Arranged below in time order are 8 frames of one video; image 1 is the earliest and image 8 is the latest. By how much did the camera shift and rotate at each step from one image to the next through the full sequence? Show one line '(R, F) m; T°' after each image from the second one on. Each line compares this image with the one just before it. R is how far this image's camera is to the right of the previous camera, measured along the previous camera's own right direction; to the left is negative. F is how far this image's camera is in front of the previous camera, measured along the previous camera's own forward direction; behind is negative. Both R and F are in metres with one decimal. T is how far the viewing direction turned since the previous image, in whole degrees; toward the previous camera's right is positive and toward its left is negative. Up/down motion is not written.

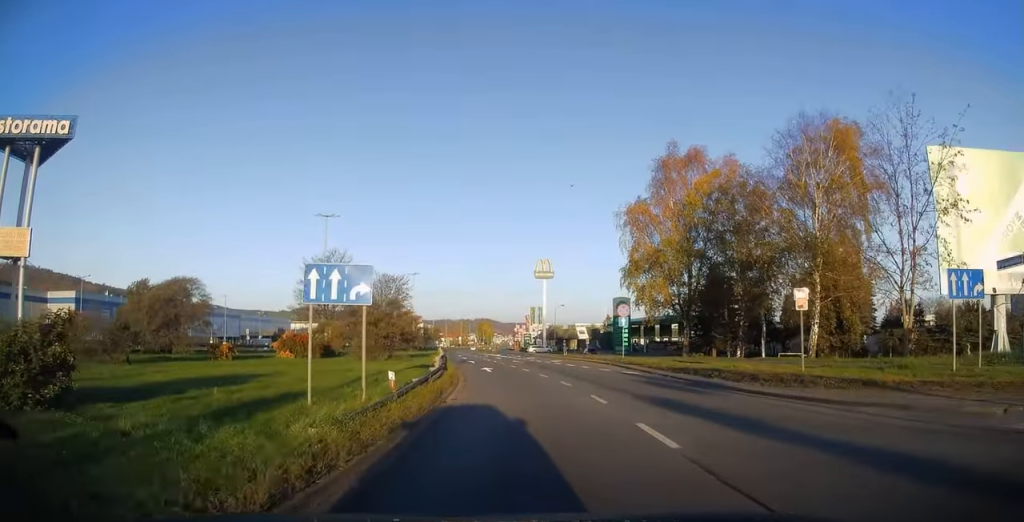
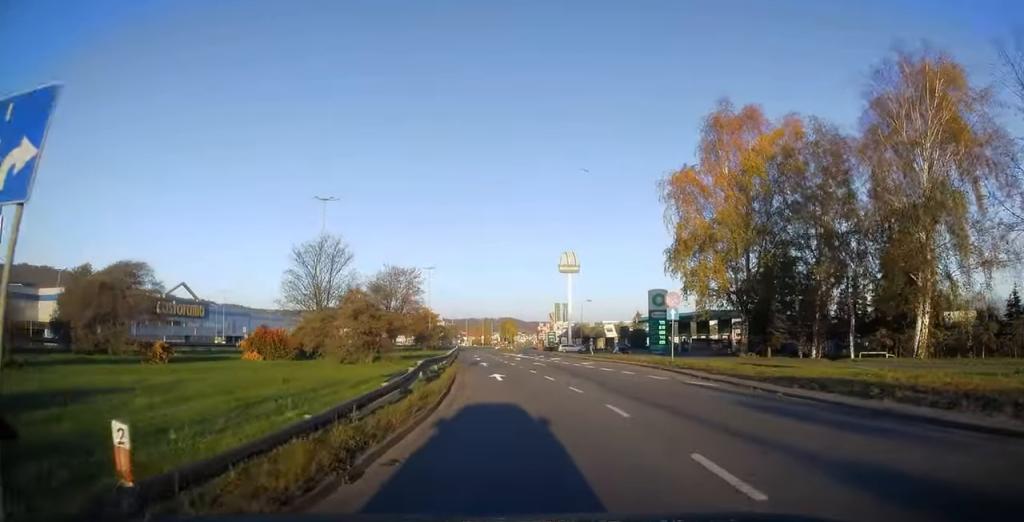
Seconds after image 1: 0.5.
(-0.1, +8.4) m; -2°
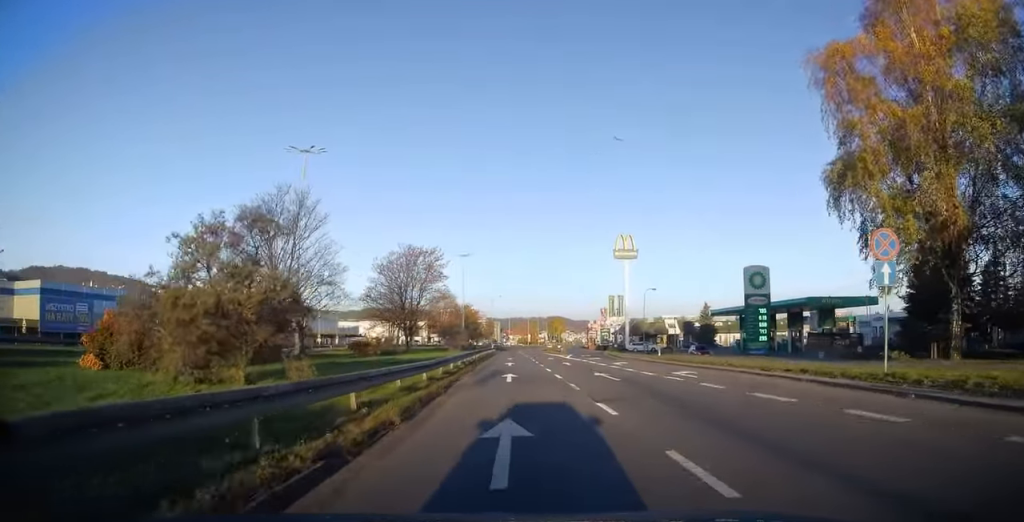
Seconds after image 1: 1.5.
(-0.6, +17.0) m; -4°
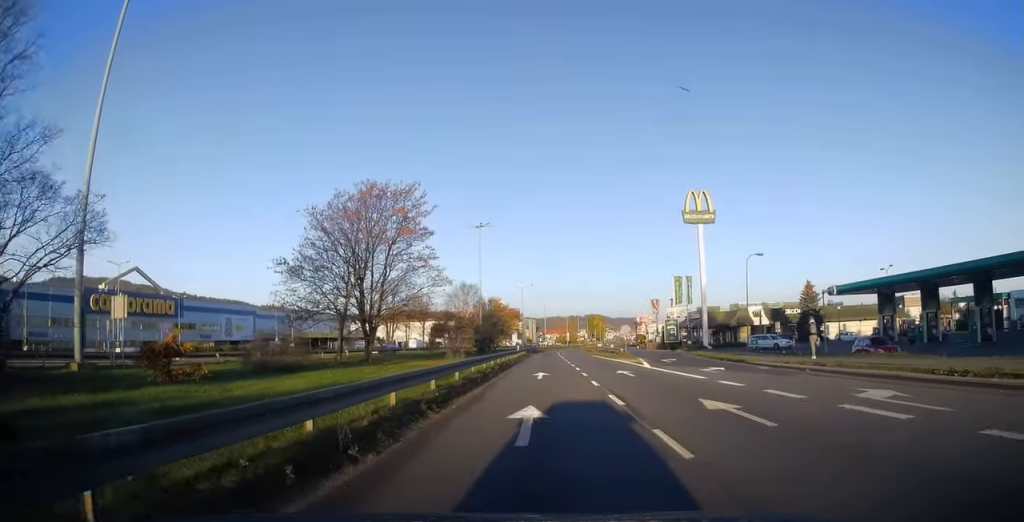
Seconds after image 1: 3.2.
(-1.1, +27.2) m; -3°
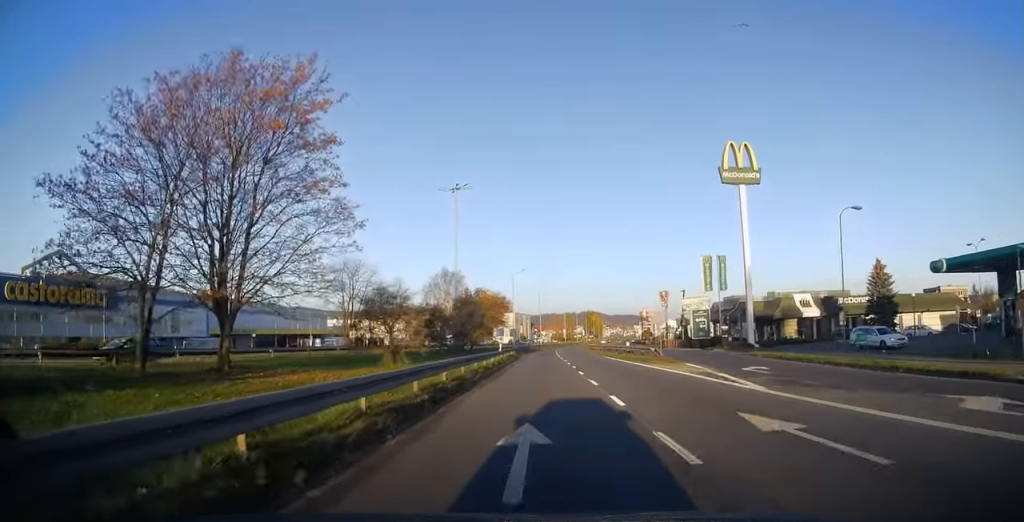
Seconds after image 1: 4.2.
(0.0, +17.7) m; 0°
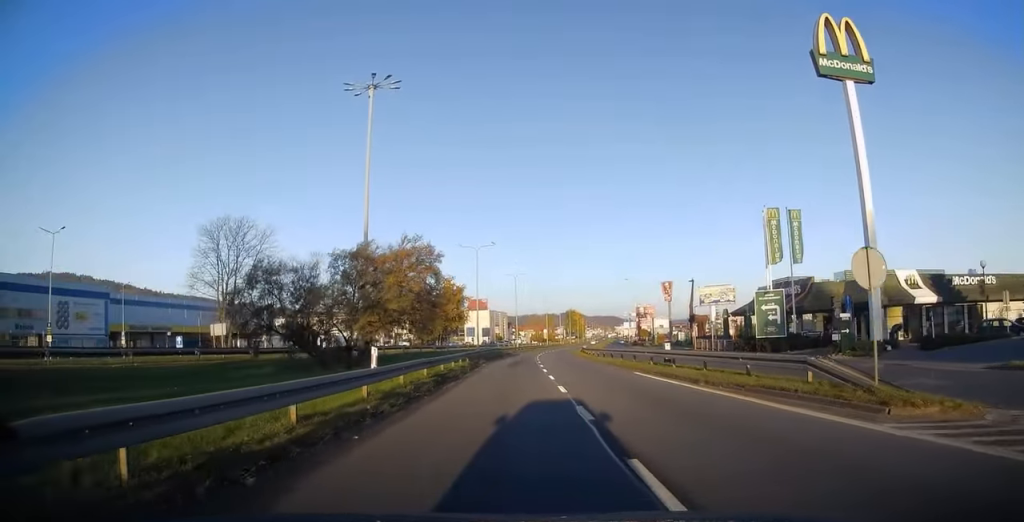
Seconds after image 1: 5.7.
(+0.1, +25.0) m; +1°
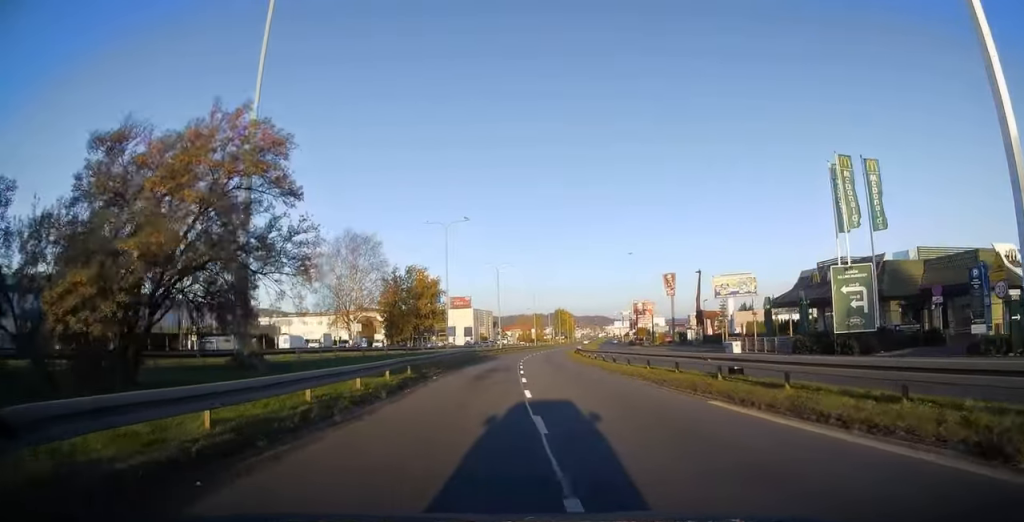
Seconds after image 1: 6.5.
(+0.1, +13.1) m; +1°
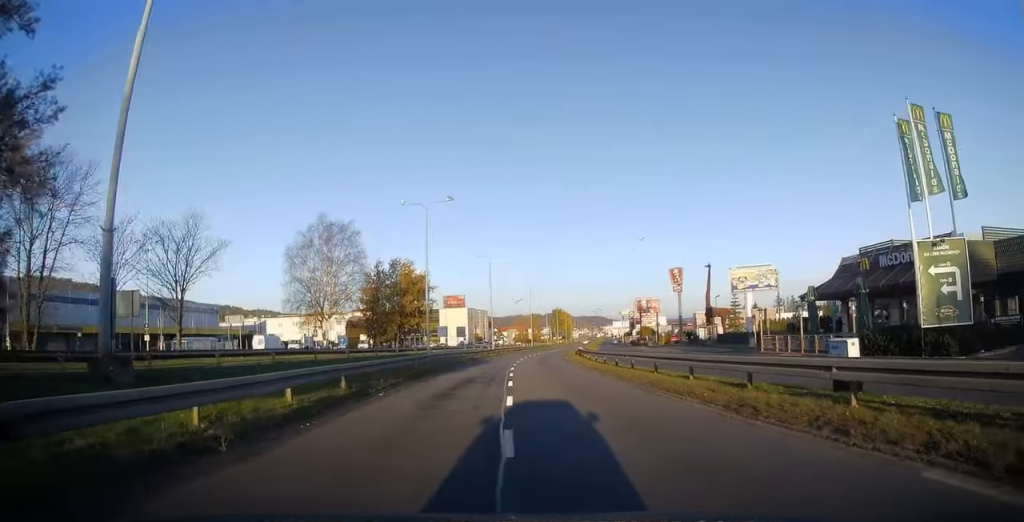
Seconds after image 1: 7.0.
(+0.2, +7.6) m; 0°
